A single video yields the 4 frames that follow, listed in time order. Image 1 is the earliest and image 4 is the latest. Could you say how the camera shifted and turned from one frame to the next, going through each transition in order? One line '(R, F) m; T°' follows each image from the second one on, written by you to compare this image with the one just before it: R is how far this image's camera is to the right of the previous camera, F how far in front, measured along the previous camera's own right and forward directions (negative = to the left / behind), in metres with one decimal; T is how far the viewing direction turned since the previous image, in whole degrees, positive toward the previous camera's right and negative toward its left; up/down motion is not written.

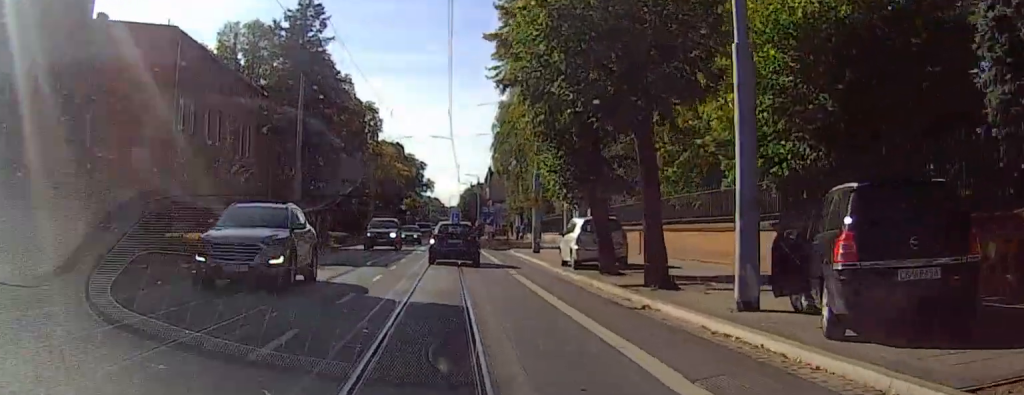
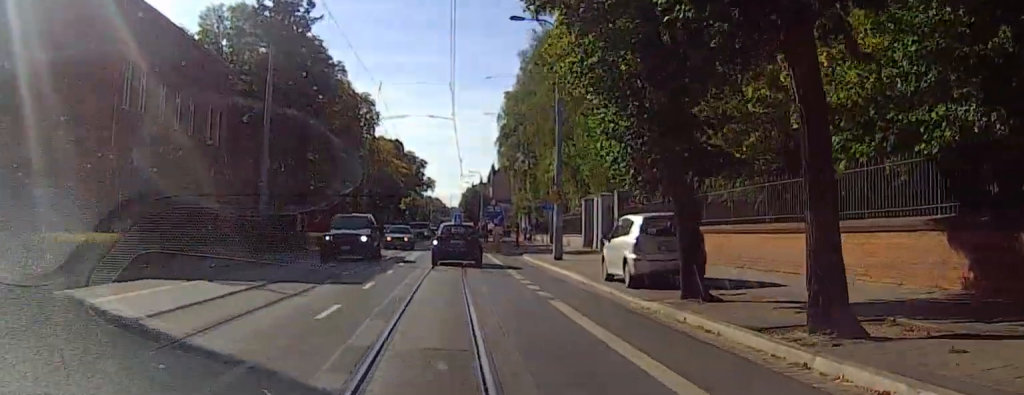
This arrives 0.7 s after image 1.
(+0.1, +8.3) m; -5°
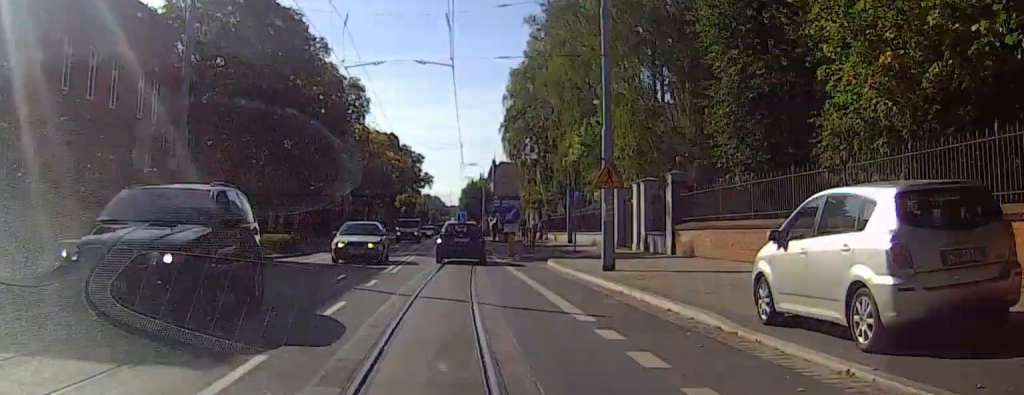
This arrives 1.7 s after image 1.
(-1.1, +11.4) m; -1°
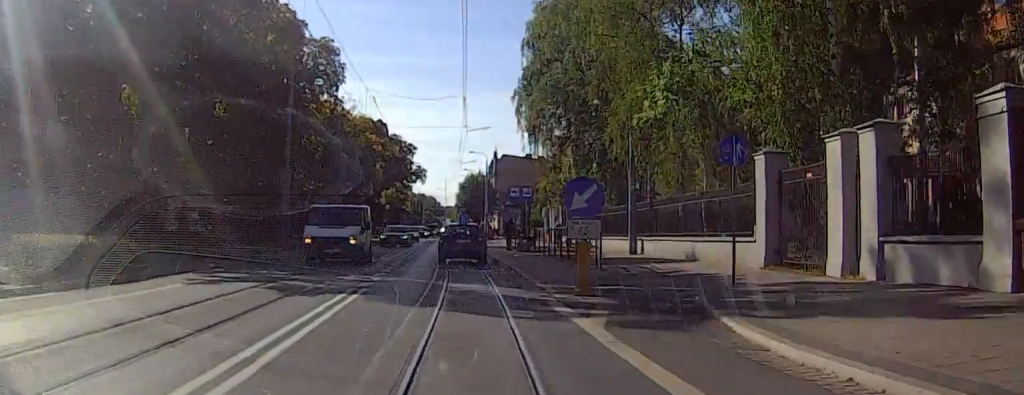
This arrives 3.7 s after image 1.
(0.0, +21.9) m; 0°
